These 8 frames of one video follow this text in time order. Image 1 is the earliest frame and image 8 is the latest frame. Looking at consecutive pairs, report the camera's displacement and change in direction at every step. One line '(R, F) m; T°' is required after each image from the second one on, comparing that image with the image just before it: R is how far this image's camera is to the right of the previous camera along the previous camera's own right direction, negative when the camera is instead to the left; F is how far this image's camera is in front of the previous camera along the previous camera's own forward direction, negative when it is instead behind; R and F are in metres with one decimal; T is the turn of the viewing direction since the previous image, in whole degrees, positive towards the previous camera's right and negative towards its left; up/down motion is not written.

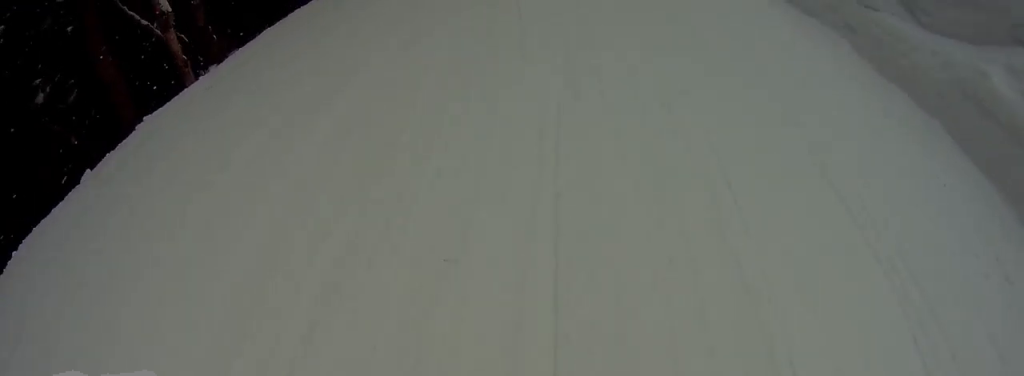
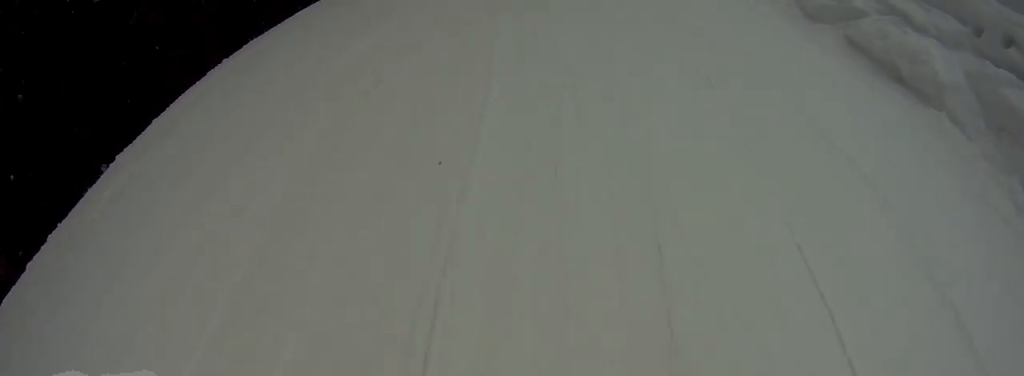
(+0.5, +6.1) m; +4°
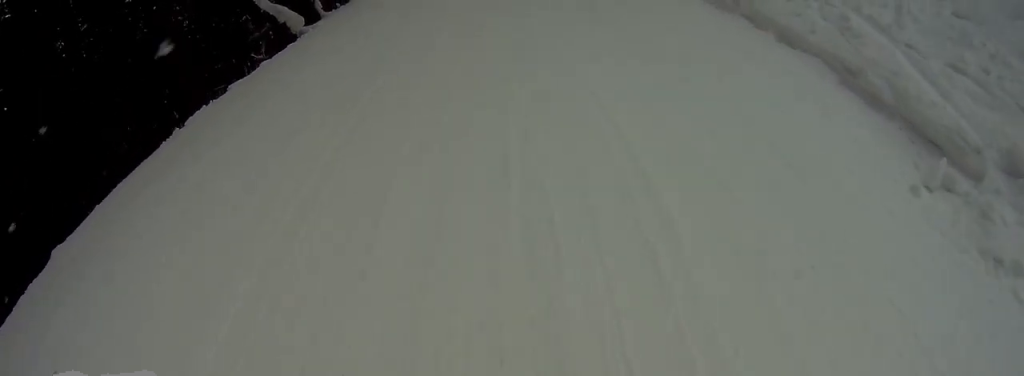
(+0.2, +7.4) m; -2°
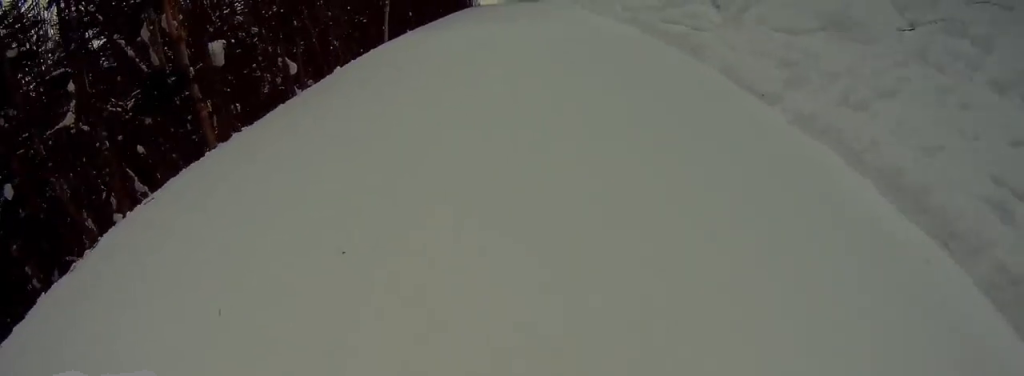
(+0.3, +18.4) m; +6°
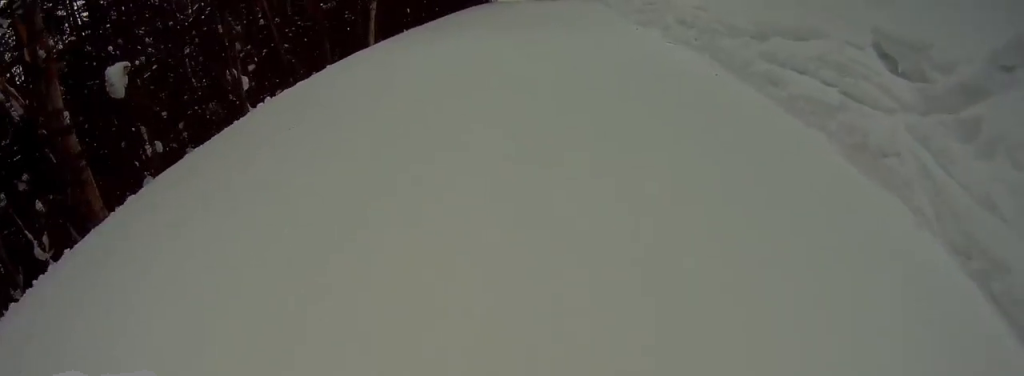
(-0.2, +4.3) m; 0°
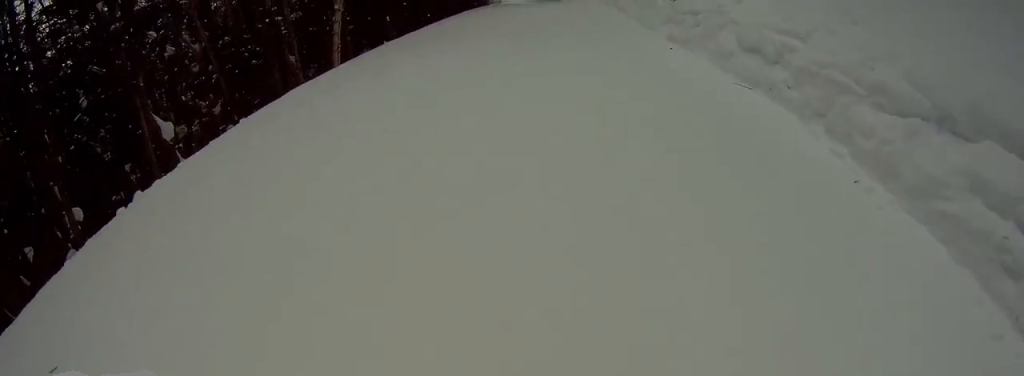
(-0.1, +3.5) m; -1°
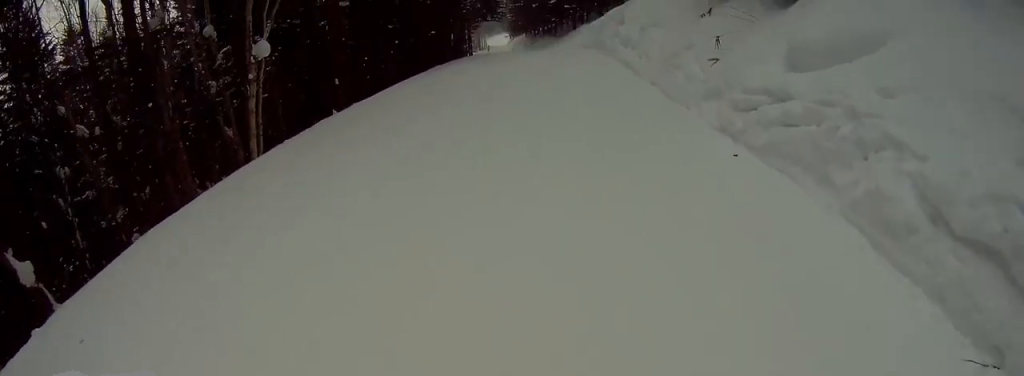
(+0.3, +4.1) m; -3°
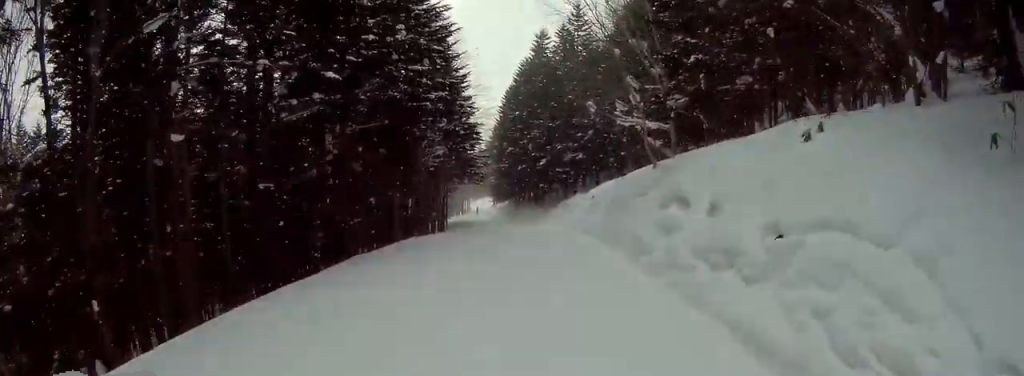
(-0.8, +9.7) m; -2°
